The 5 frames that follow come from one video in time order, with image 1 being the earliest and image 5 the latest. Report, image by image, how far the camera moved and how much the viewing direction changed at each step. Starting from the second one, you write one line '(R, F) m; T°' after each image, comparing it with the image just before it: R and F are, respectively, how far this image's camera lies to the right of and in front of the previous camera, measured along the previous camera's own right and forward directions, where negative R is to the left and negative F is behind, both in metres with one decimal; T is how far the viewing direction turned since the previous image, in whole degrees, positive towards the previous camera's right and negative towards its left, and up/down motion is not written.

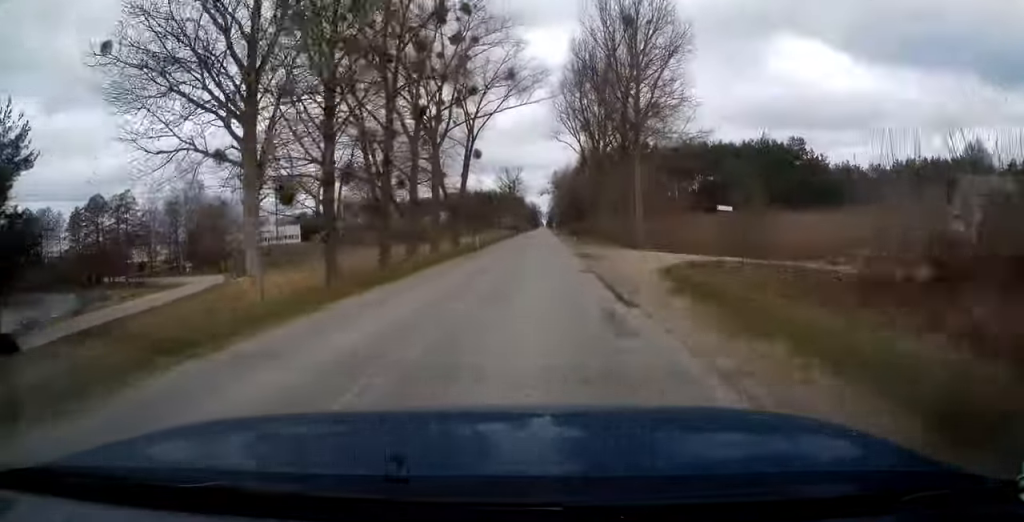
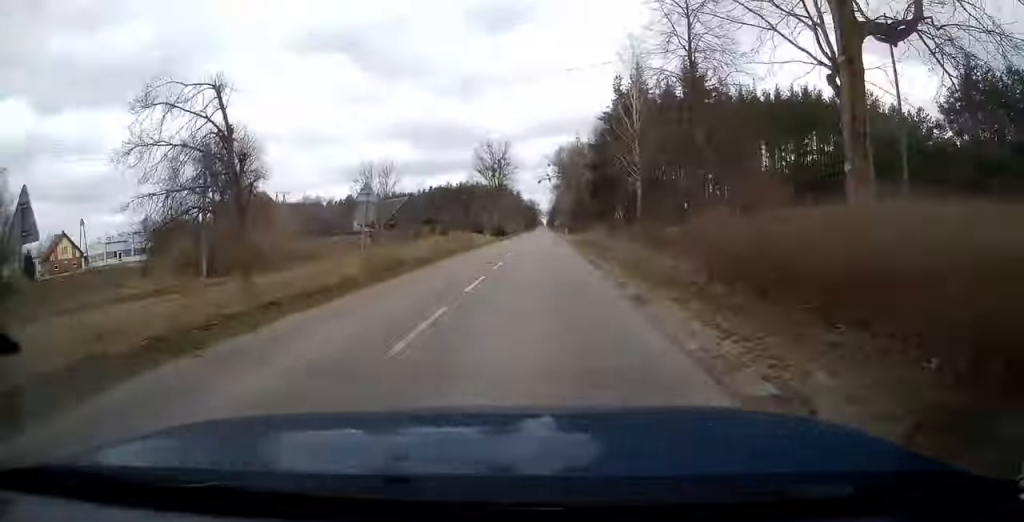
(-0.1, +72.8) m; 0°
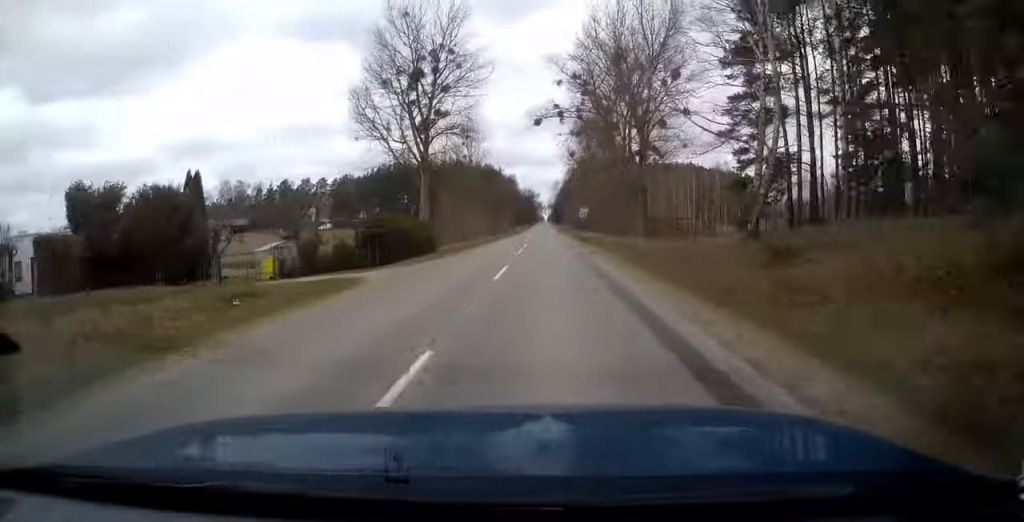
(0.0, +100.4) m; 0°
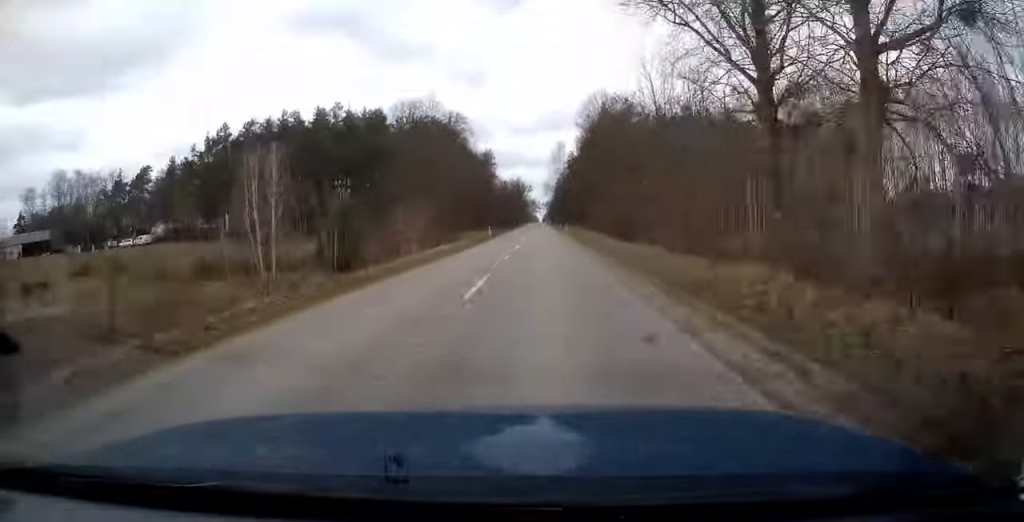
(+0.6, +107.6) m; 0°
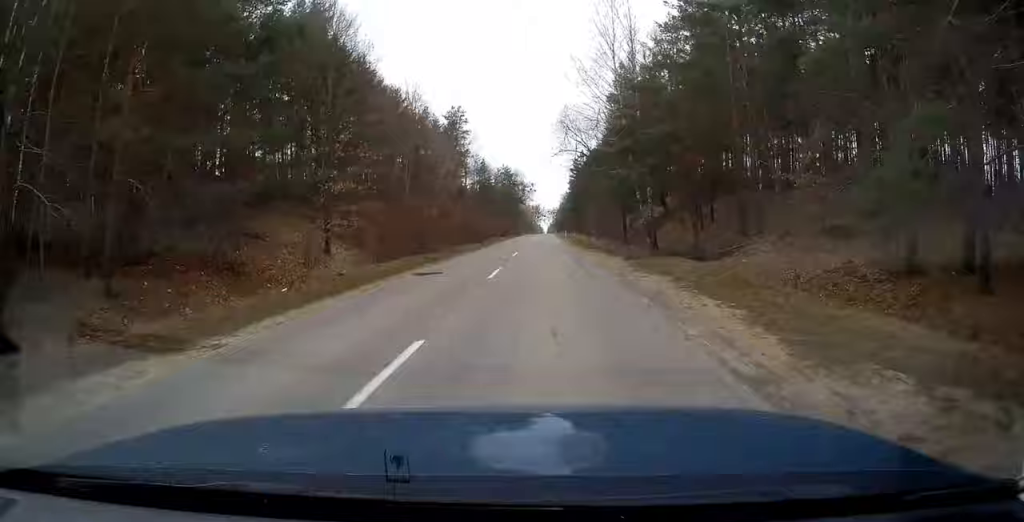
(-0.3, +87.4) m; 0°
